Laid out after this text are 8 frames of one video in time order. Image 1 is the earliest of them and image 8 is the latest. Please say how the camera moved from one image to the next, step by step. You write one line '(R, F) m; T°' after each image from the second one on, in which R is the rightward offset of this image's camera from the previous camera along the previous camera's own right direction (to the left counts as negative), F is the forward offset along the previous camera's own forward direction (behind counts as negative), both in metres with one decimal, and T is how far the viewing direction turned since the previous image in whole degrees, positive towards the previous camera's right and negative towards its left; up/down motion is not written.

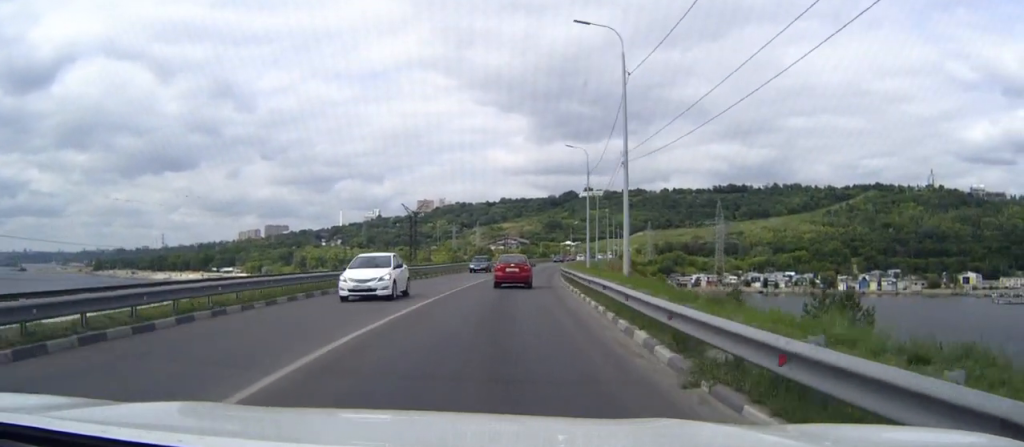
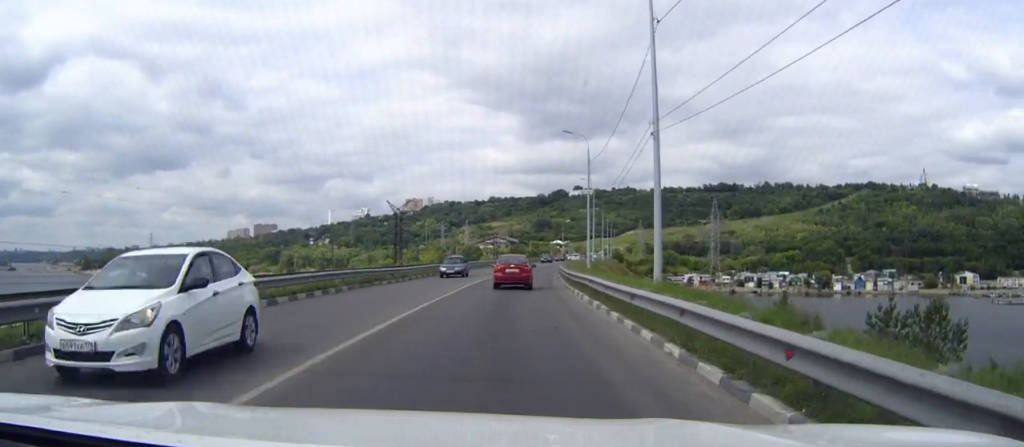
(0.0, +7.9) m; +1°
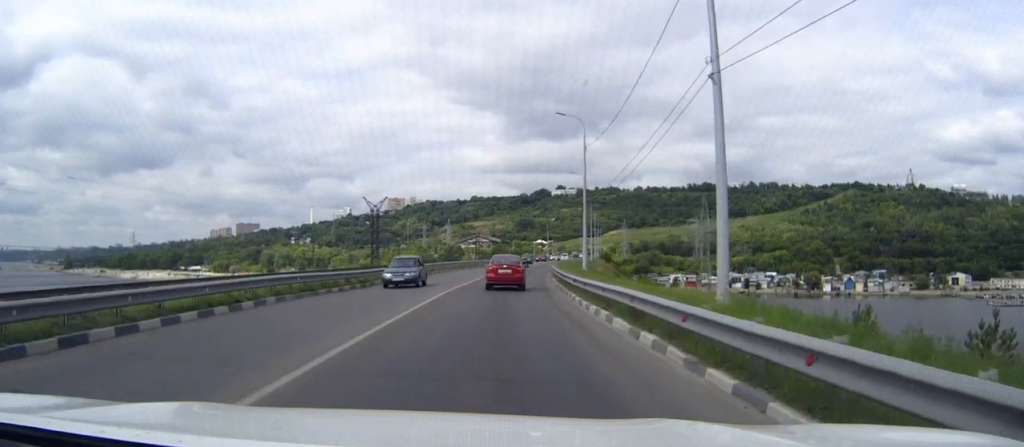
(+0.1, +8.4) m; +1°
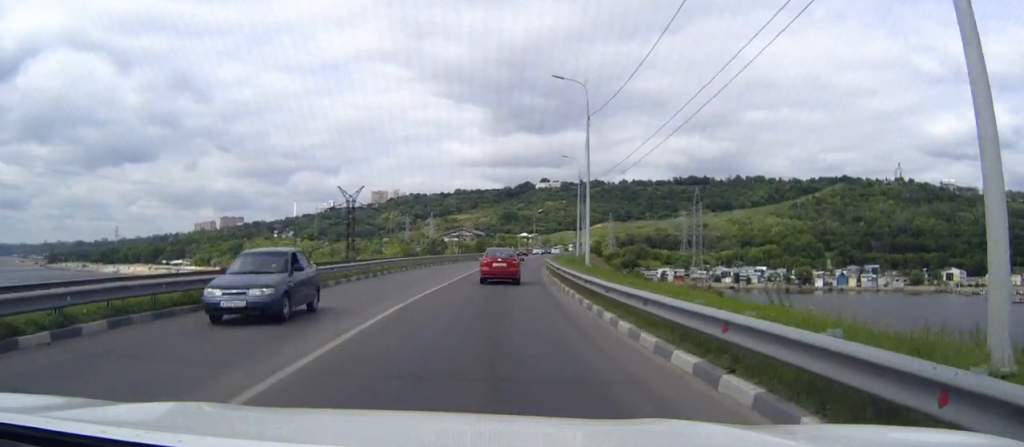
(+0.1, +10.1) m; +1°
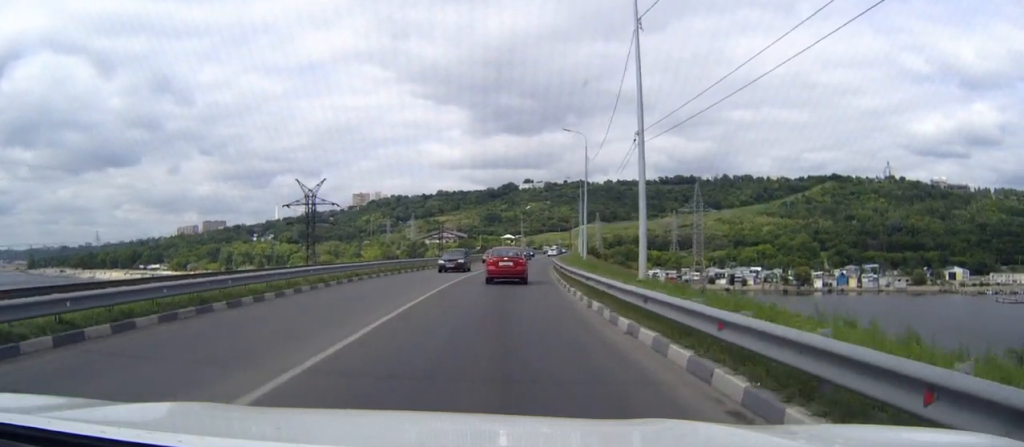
(+0.4, +20.4) m; +2°
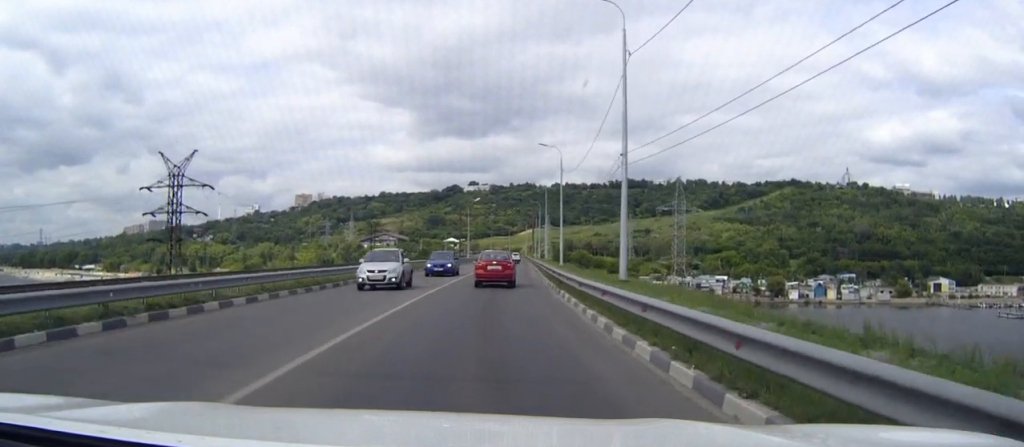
(+1.2, +38.2) m; +4°
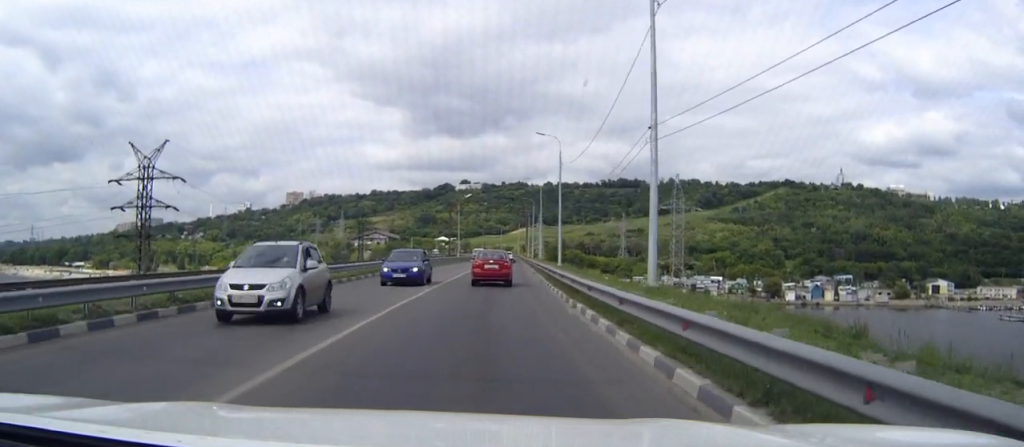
(0.0, +6.6) m; +1°
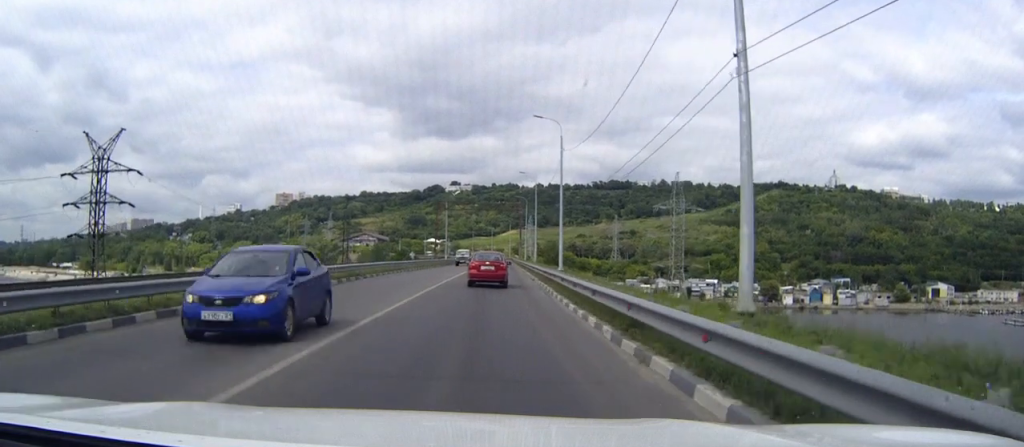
(+0.1, +9.1) m; 0°
